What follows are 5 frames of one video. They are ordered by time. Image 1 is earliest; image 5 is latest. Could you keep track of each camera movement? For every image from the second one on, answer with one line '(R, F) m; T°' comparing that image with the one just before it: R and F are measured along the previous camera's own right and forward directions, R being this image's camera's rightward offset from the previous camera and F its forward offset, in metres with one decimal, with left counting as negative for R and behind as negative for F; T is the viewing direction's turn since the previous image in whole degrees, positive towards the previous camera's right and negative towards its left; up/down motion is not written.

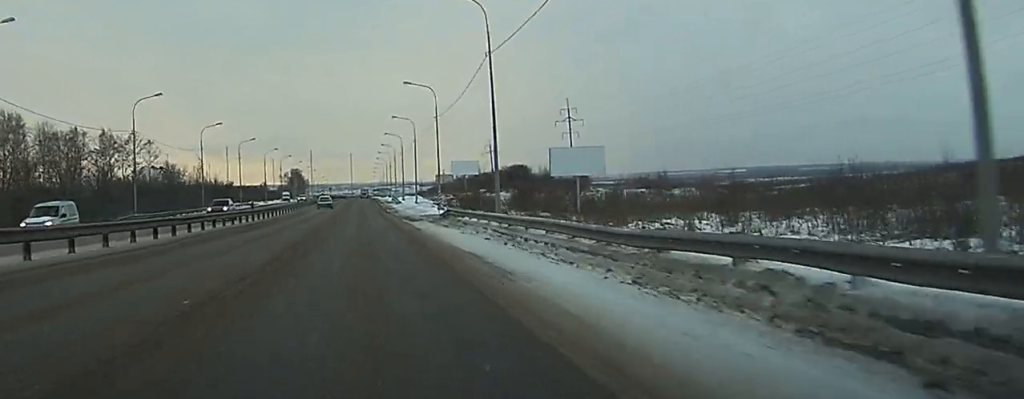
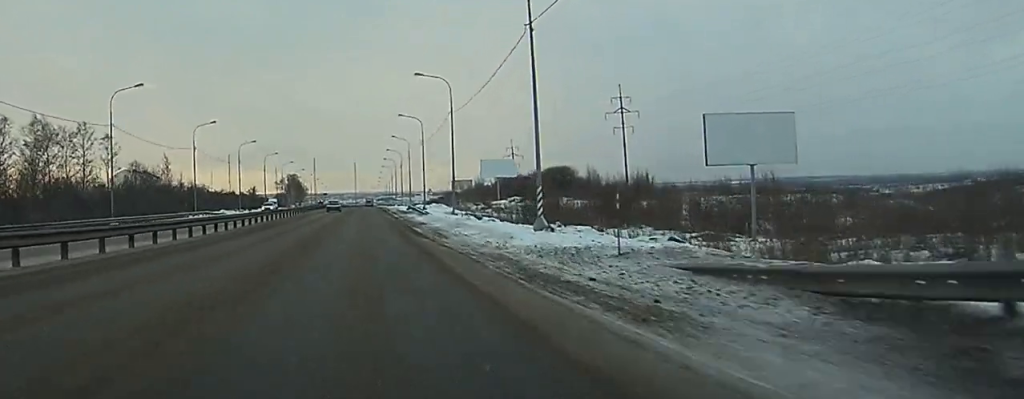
(+0.2, +43.2) m; +1°
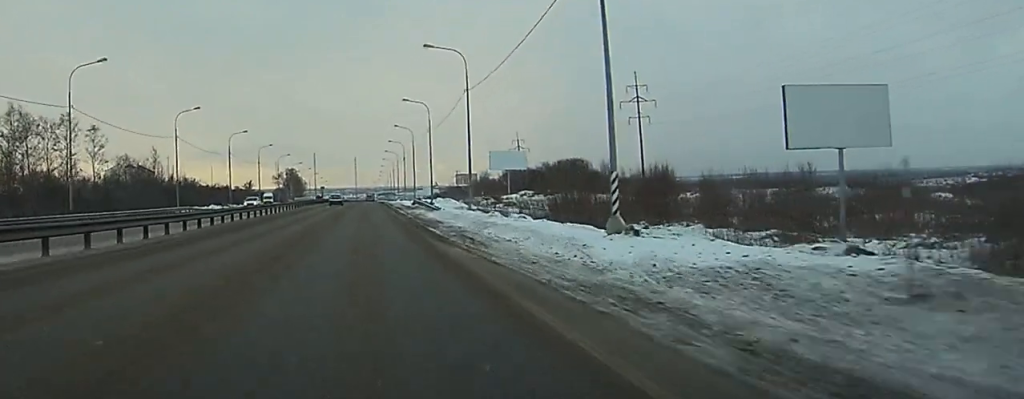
(+0.1, +10.6) m; 0°
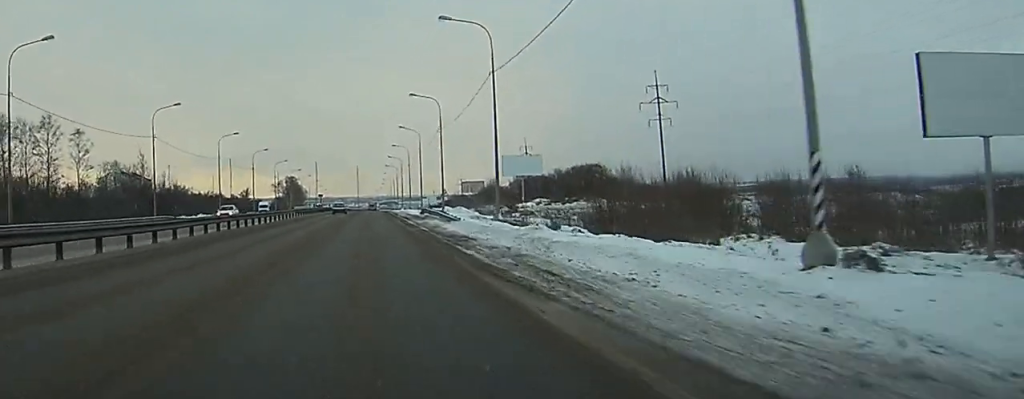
(0.0, +11.5) m; 0°
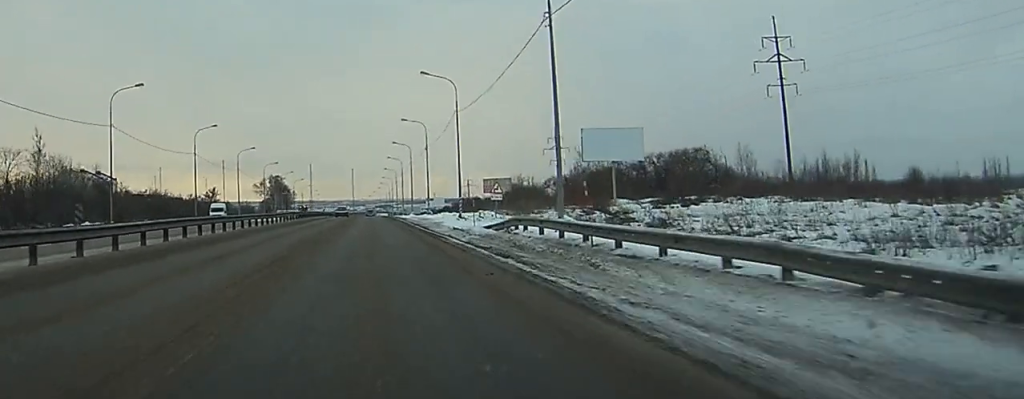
(-1.7, +50.9) m; -2°
